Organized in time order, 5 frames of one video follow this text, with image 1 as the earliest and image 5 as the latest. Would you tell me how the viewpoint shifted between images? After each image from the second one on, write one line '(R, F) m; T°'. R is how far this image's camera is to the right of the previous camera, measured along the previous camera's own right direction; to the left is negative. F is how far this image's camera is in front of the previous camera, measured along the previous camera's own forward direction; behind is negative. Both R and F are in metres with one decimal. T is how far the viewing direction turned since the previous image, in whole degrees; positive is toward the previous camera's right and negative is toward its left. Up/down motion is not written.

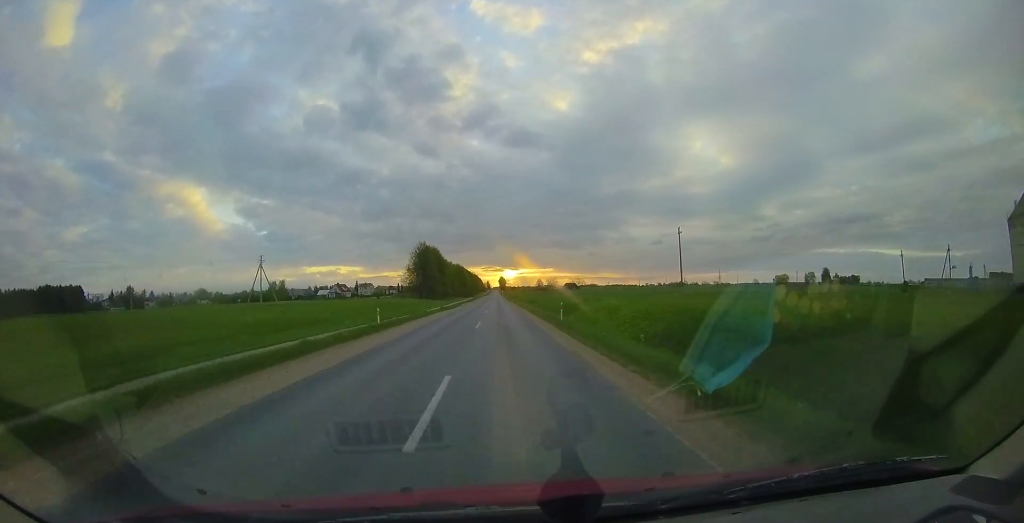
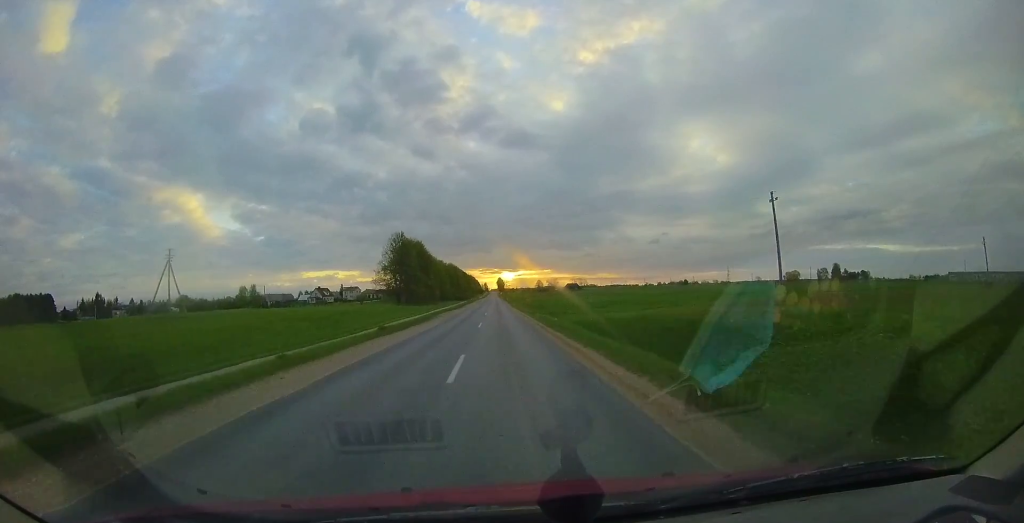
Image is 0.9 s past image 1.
(-0.5, +20.9) m; 0°
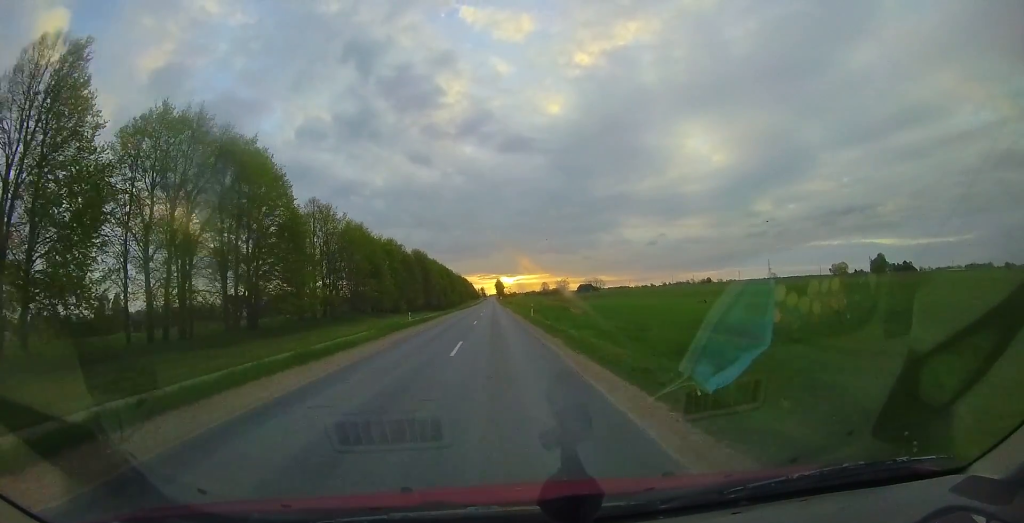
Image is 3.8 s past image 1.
(+1.3, +67.9) m; +1°
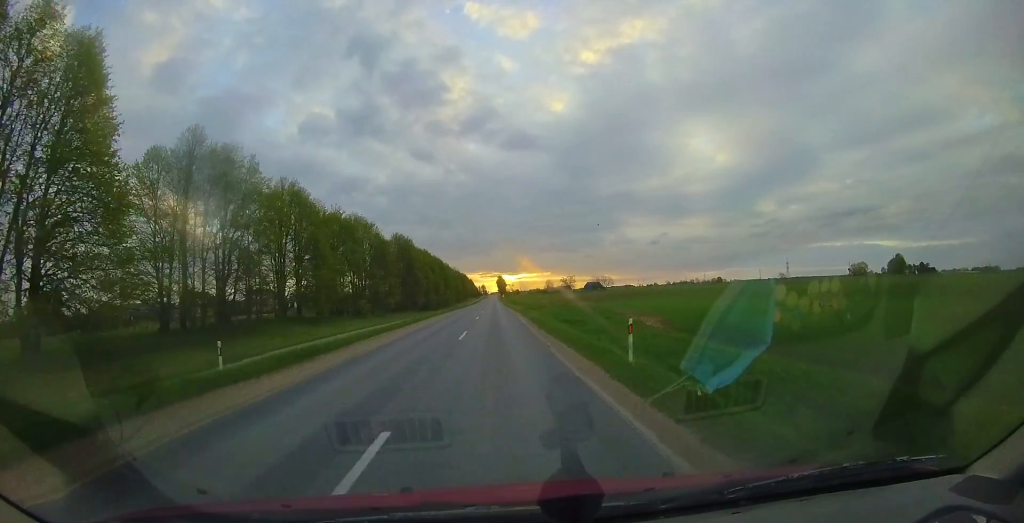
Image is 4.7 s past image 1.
(-0.1, +20.3) m; 0°
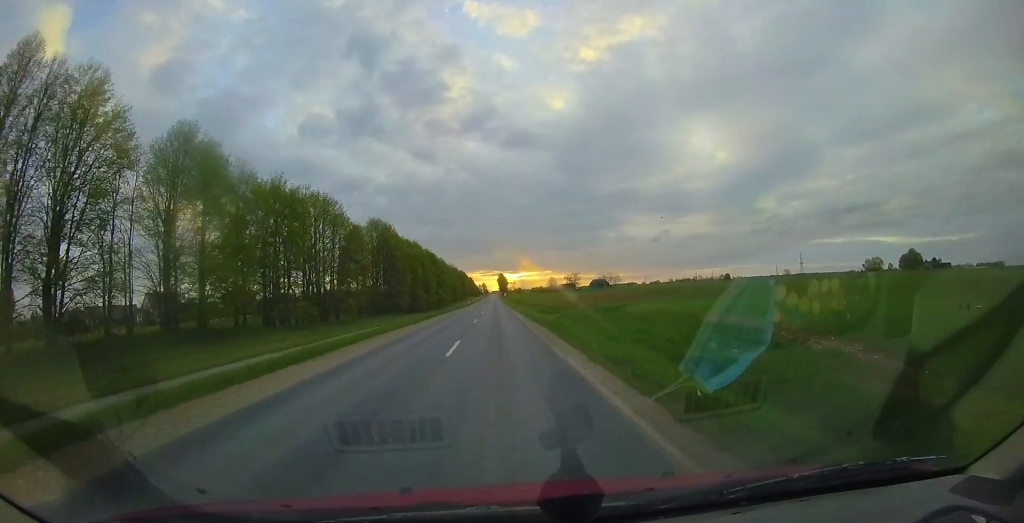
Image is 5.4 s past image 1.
(0.0, +15.3) m; 0°
